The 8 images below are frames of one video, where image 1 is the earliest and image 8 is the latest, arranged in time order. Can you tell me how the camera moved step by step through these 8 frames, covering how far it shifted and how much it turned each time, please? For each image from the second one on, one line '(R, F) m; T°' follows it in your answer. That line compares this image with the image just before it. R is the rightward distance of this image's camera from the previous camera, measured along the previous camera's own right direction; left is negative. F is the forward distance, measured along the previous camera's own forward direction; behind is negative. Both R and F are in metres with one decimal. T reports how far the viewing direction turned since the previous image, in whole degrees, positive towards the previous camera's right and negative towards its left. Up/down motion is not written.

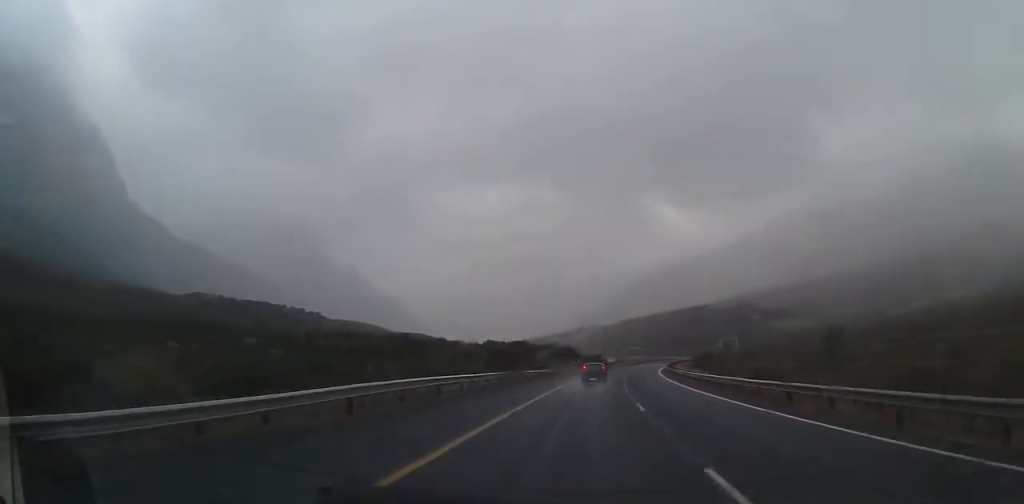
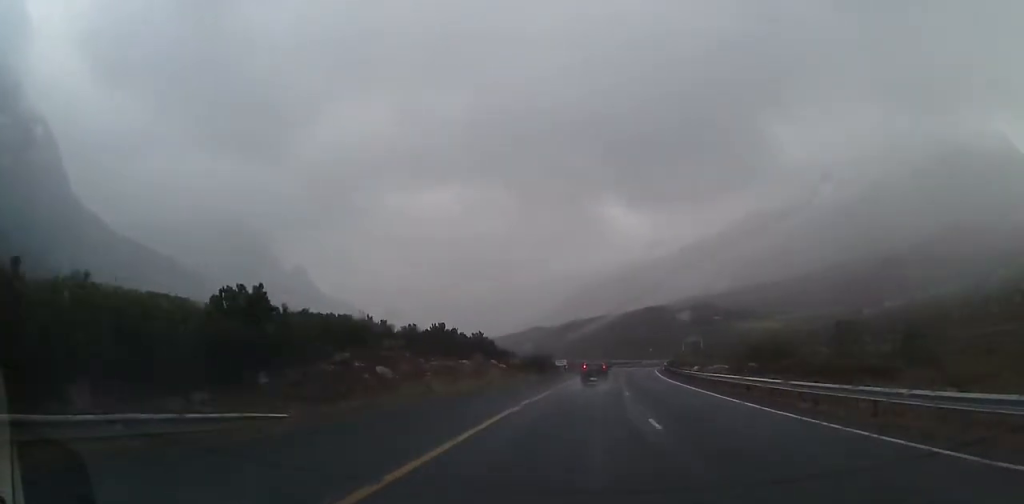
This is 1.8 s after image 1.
(+5.8, +51.8) m; +13°
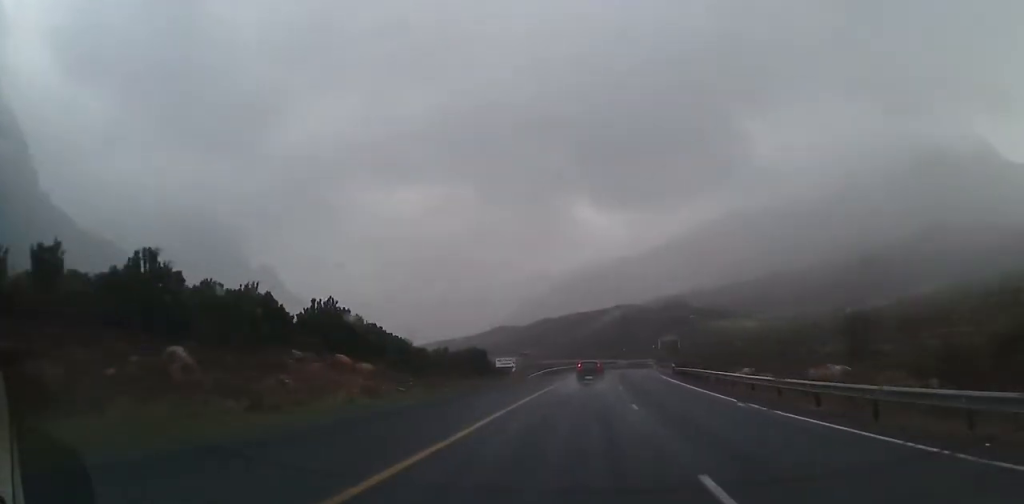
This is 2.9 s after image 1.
(+1.0, +30.9) m; +2°
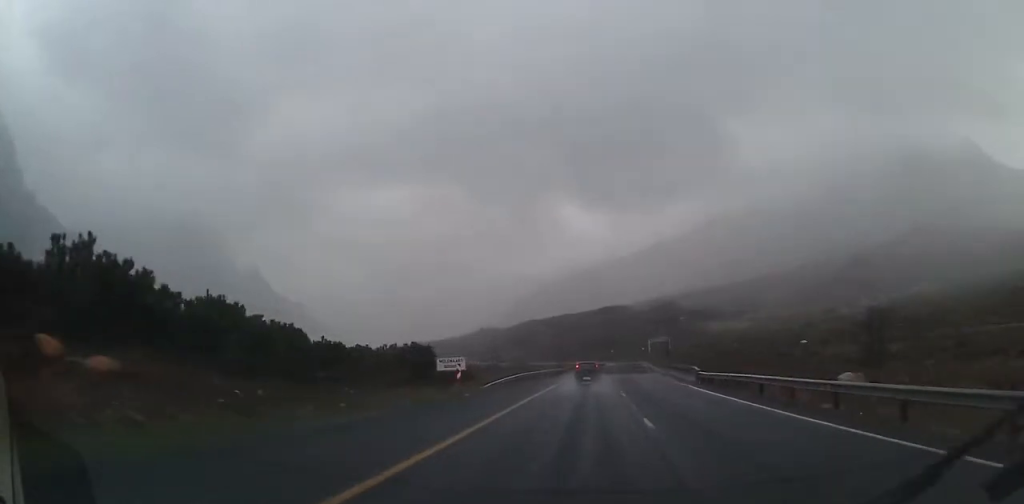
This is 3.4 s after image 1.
(0.0, +16.4) m; 0°
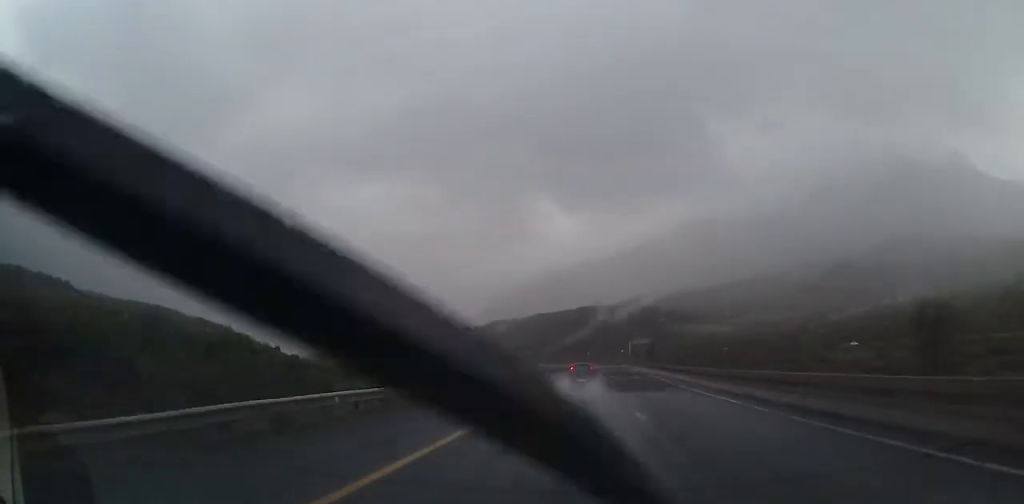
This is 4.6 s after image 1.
(0.0, +33.5) m; 0°
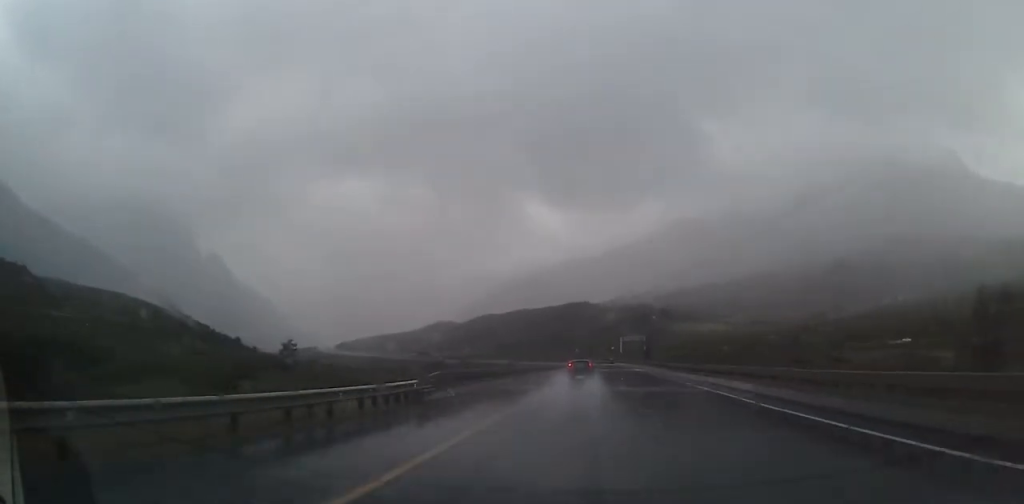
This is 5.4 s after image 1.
(0.0, +22.9) m; 0°
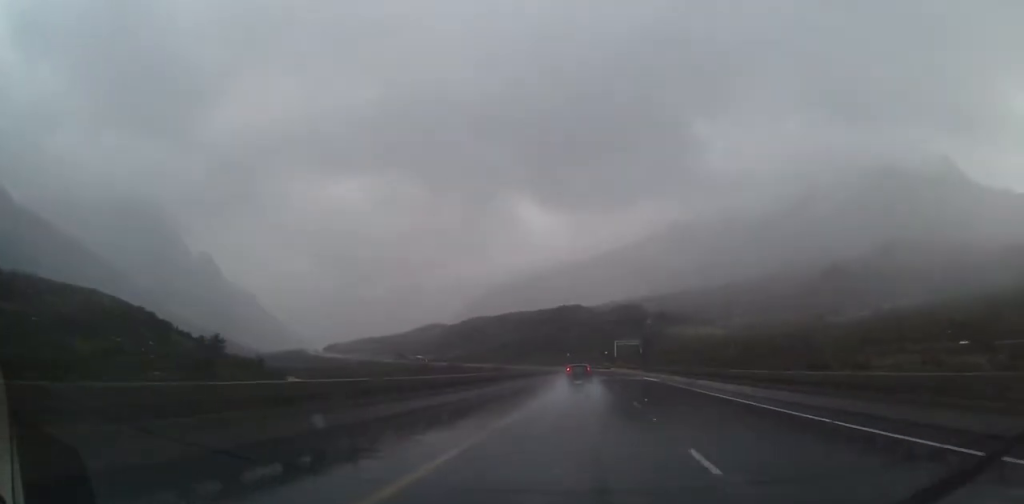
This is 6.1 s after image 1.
(0.0, +20.0) m; 0°
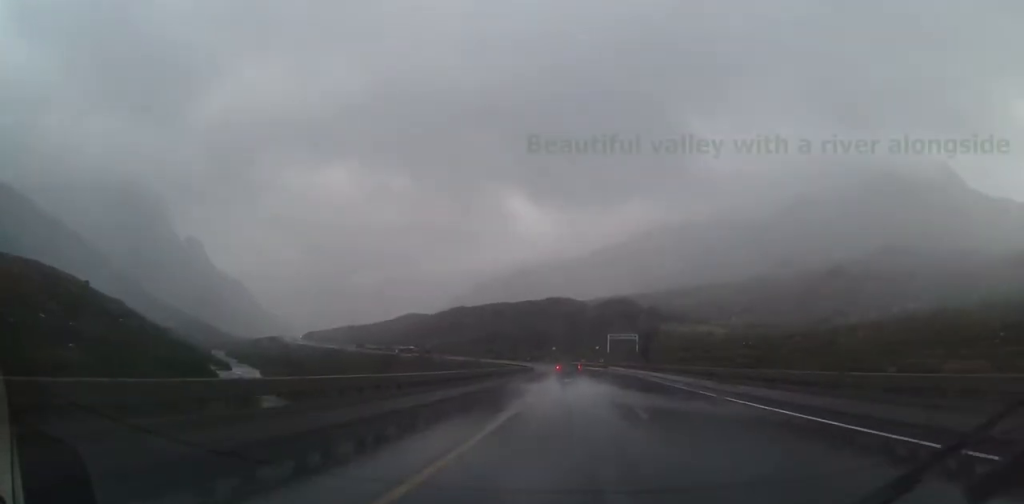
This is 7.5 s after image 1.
(0.0, +40.9) m; 0°
